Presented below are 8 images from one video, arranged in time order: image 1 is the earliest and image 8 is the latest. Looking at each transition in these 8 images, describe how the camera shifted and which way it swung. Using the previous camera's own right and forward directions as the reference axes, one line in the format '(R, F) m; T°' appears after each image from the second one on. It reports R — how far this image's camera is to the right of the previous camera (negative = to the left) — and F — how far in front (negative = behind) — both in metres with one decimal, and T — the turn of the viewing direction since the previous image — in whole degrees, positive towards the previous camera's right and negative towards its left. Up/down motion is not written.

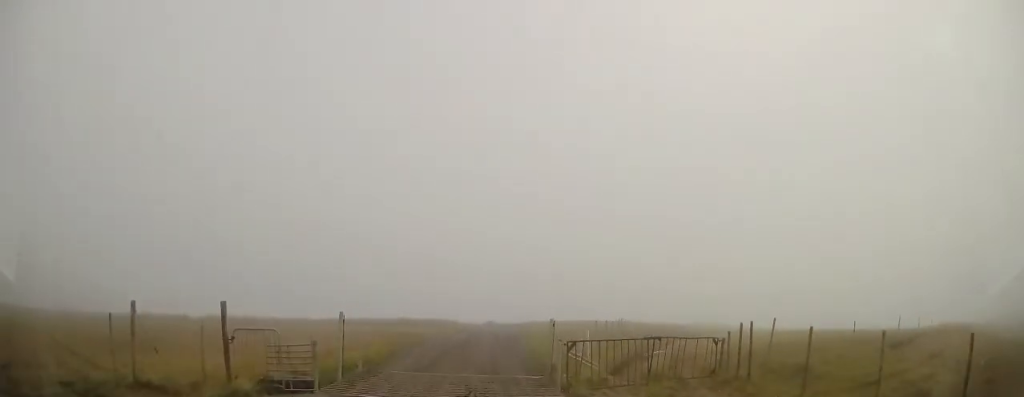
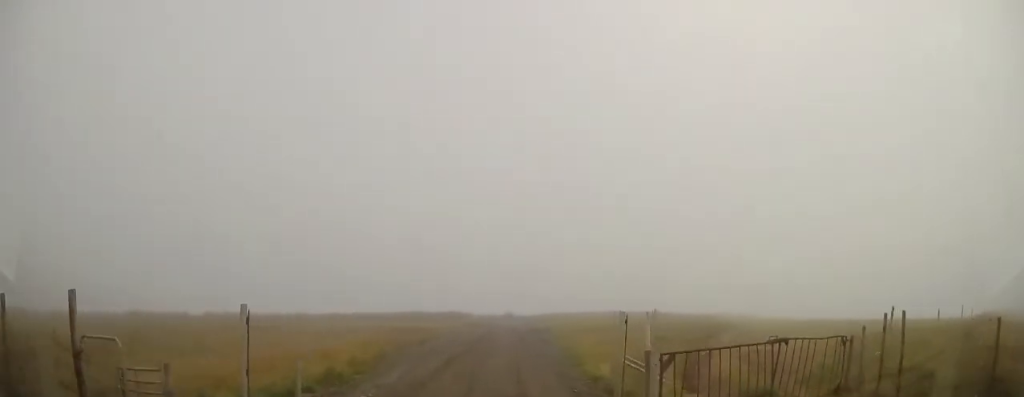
(0.0, +4.1) m; -3°
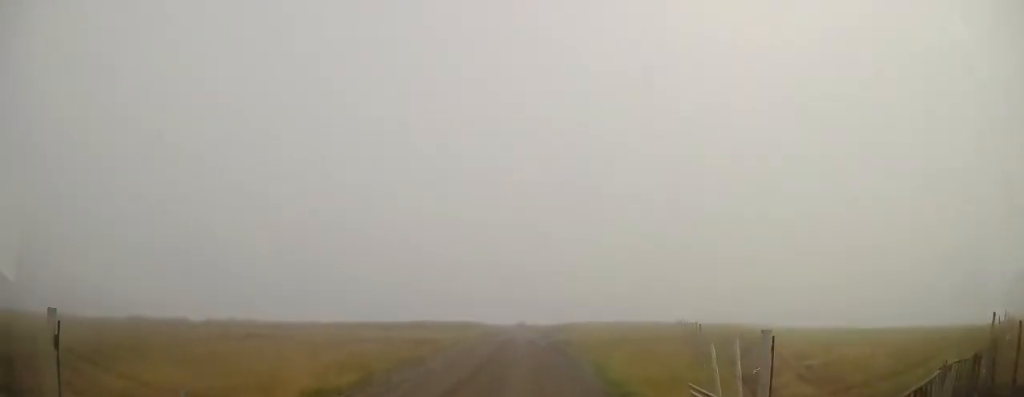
(-0.3, +2.7) m; 0°
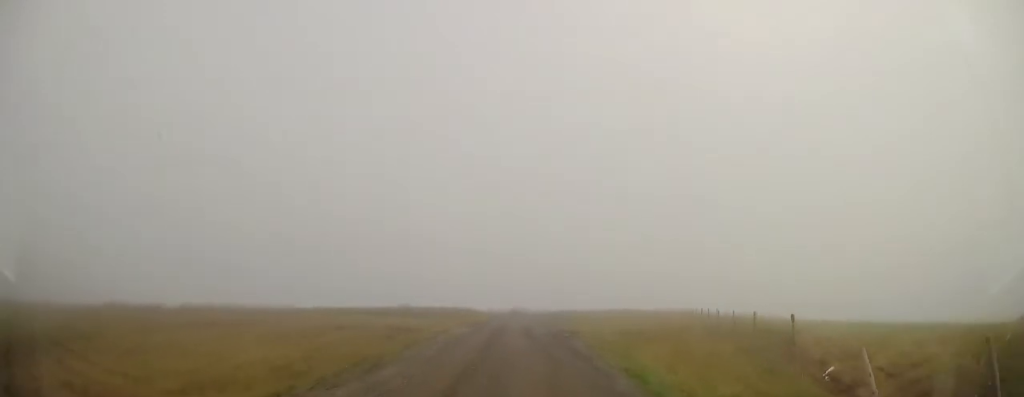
(+0.1, +3.8) m; -1°
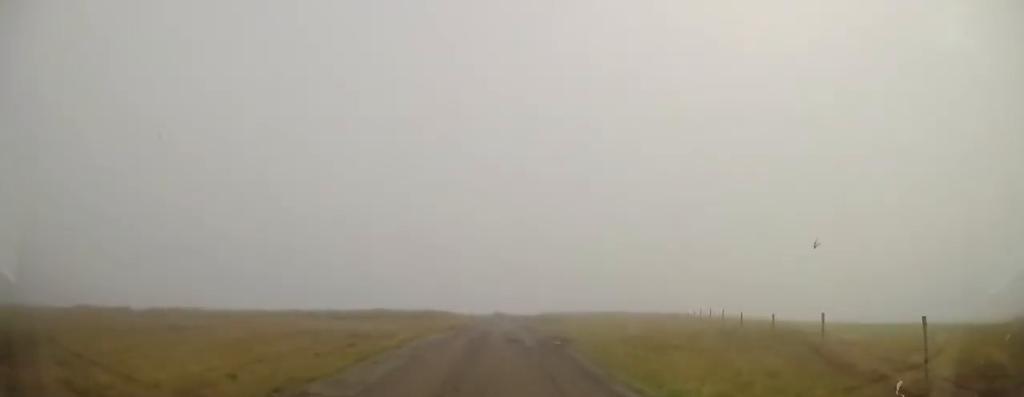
(+0.3, +3.0) m; 0°
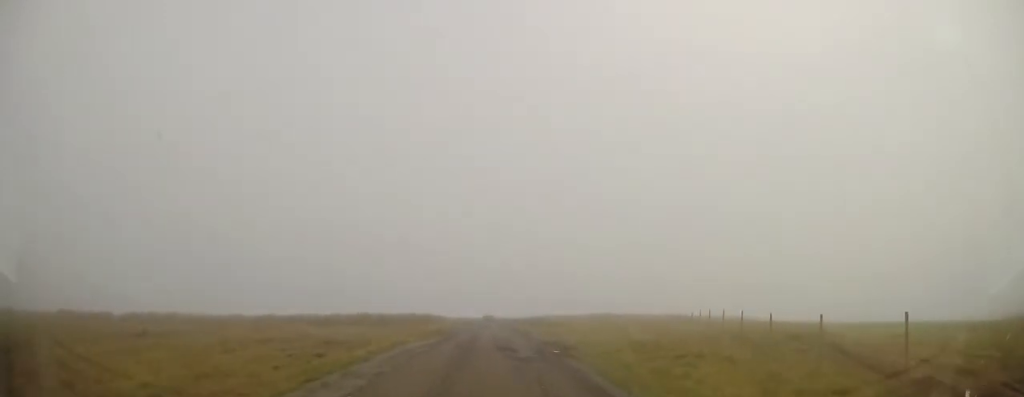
(-0.2, +2.4) m; +1°
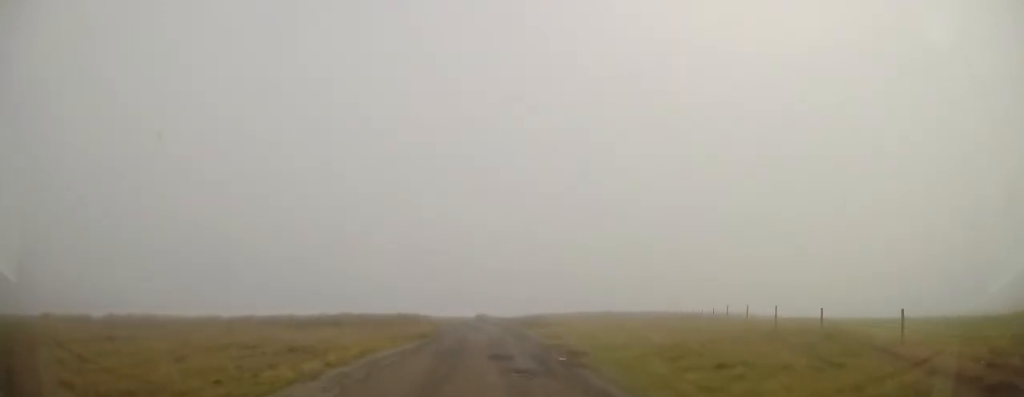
(-0.3, +2.6) m; +1°
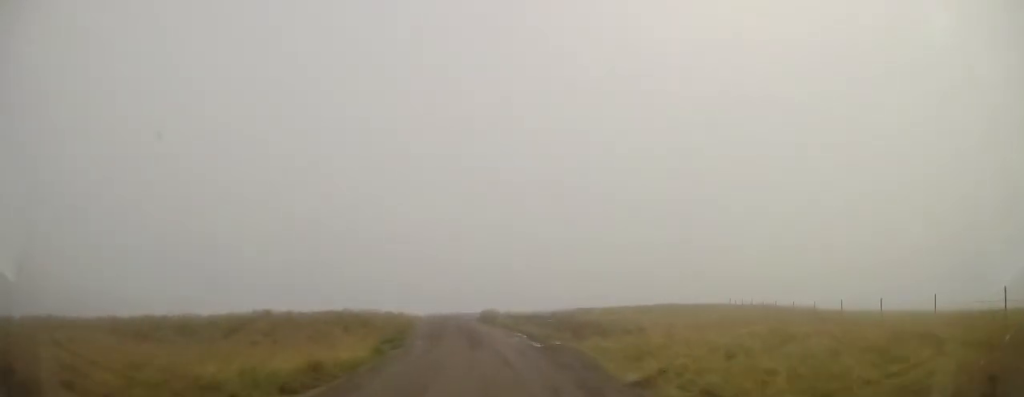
(+0.7, +15.0) m; -2°
